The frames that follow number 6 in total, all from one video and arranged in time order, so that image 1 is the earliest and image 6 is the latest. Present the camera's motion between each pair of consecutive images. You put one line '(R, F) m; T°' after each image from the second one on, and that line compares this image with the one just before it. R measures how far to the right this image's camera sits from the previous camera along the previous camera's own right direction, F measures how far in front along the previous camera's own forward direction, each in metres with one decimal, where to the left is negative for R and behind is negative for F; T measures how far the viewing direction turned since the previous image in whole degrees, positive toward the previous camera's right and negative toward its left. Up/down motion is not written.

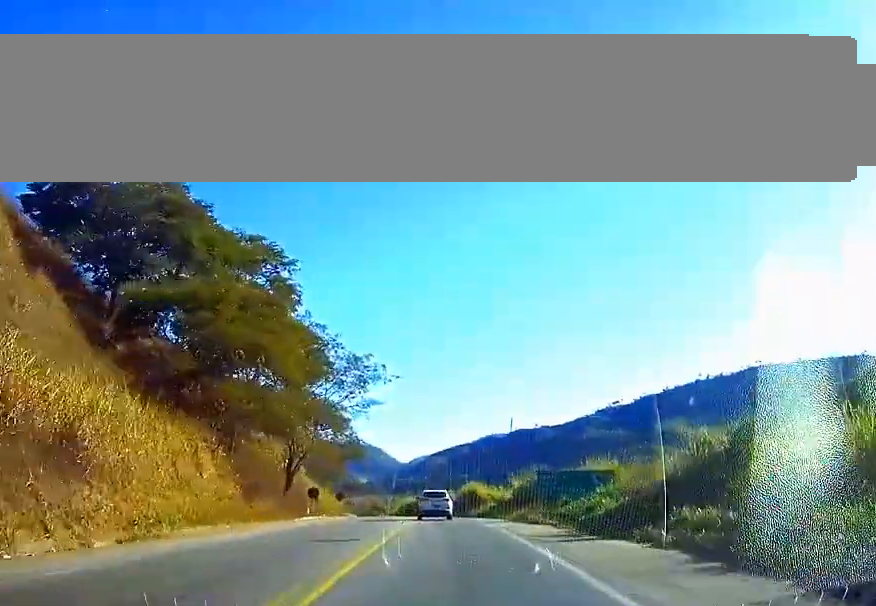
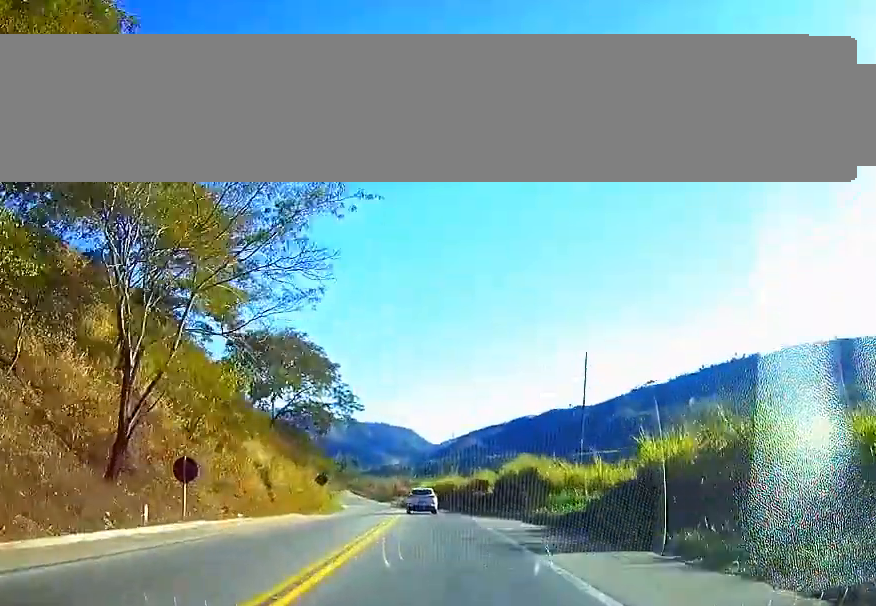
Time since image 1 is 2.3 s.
(-0.5, +40.3) m; -3°
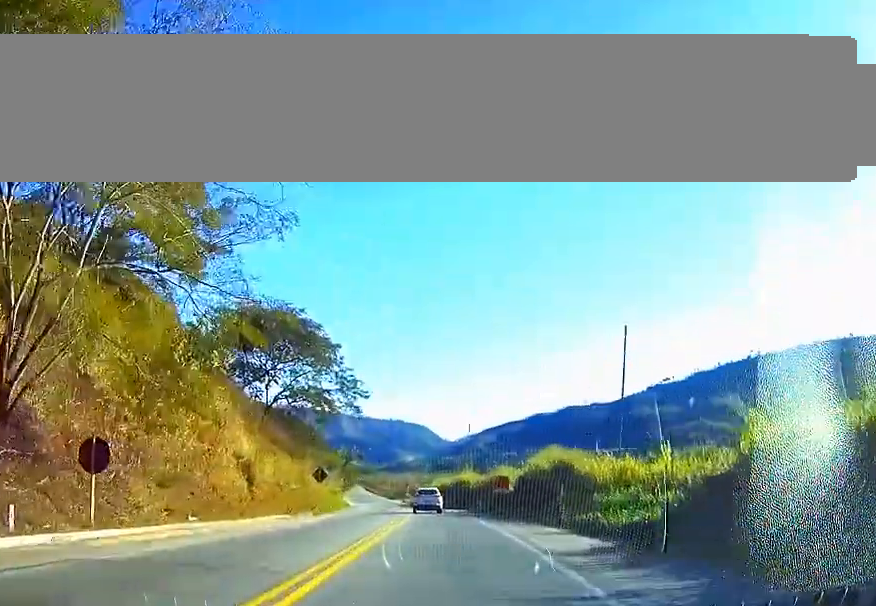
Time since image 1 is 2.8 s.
(-0.1, +9.8) m; -1°
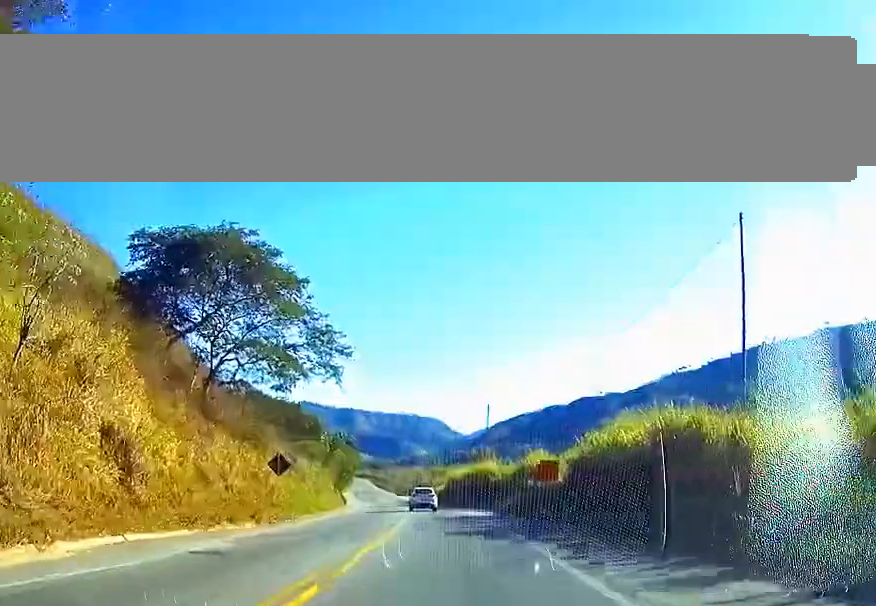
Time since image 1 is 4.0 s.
(-0.5, +22.3) m; -1°
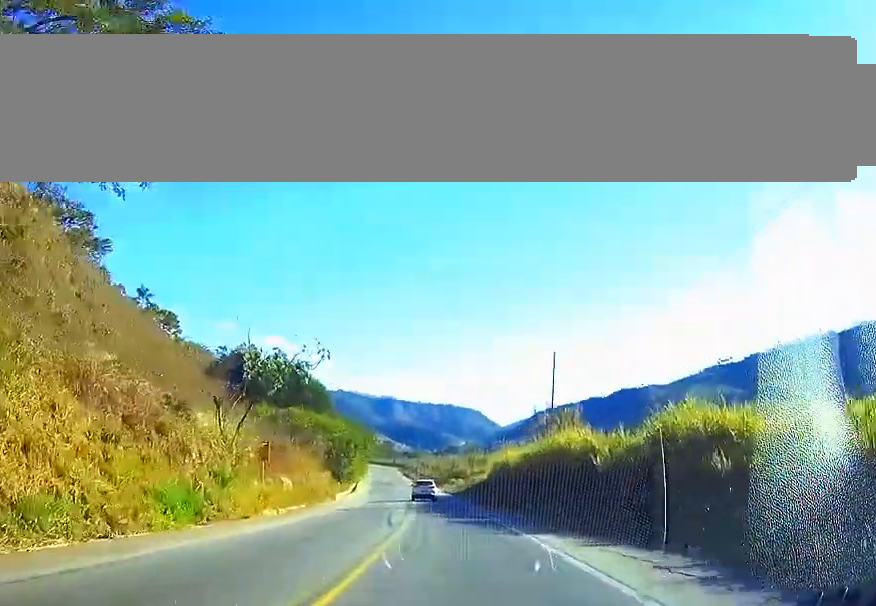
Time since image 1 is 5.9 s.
(0.0, +37.5) m; 0°
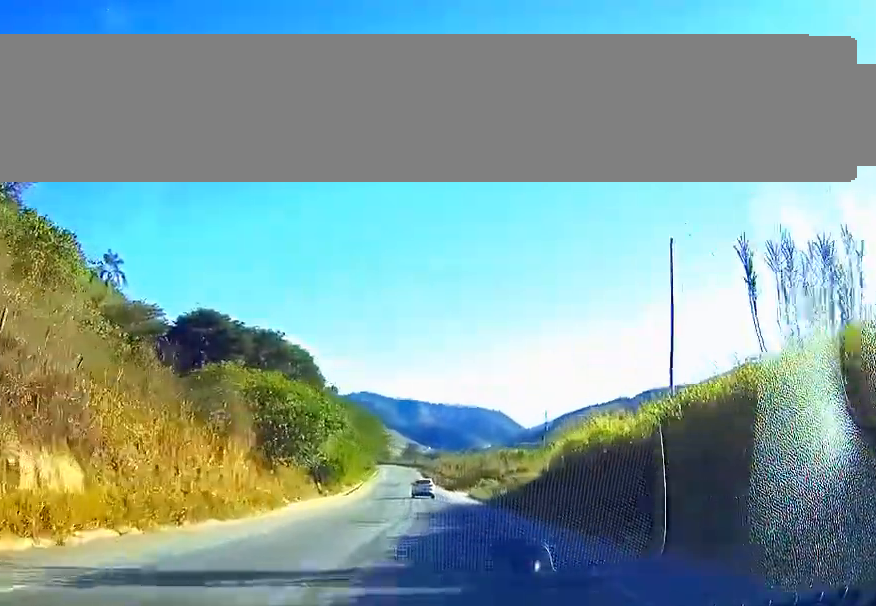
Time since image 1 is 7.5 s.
(0.0, +34.1) m; -1°
